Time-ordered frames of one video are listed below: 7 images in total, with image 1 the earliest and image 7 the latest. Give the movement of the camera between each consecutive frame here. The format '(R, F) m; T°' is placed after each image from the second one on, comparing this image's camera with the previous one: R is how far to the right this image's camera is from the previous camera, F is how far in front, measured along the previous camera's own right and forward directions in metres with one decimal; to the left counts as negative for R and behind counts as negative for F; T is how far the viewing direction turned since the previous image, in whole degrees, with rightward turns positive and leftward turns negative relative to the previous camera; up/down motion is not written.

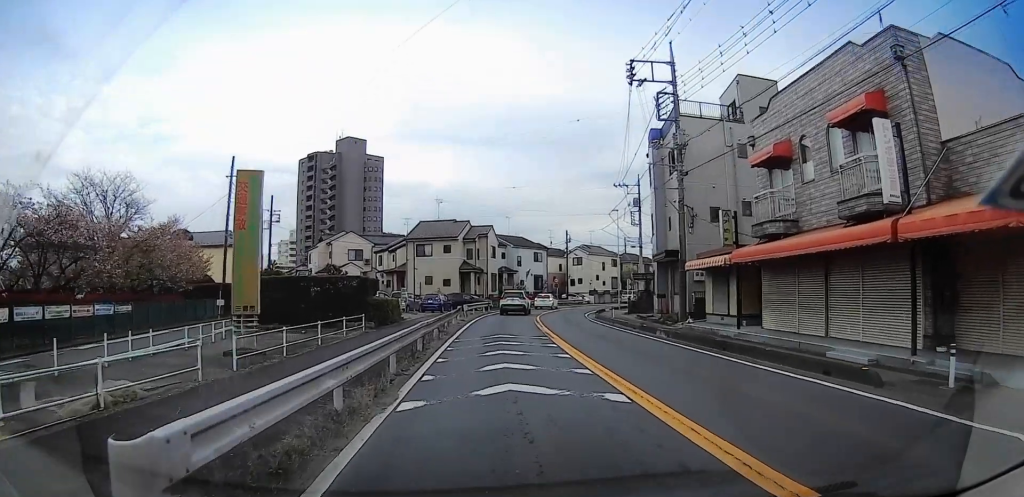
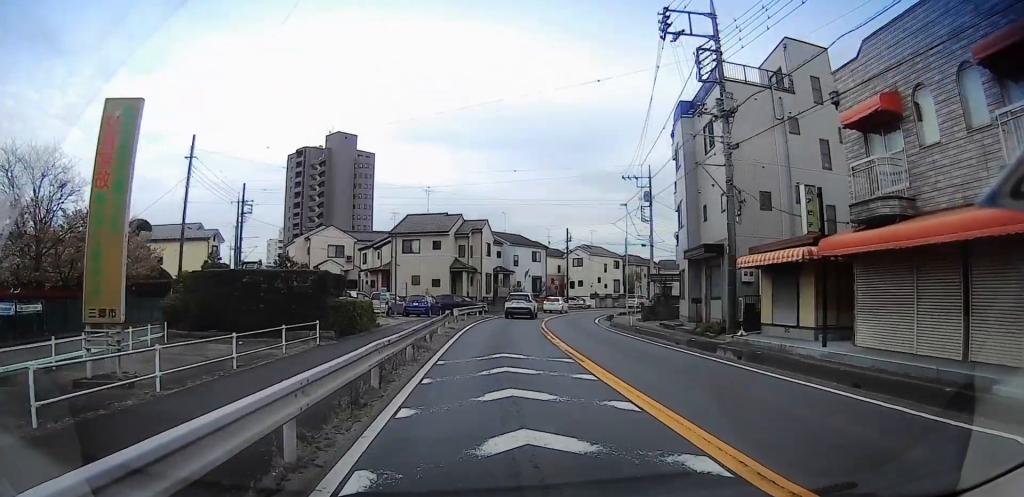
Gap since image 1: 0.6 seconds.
(-0.2, +5.6) m; -3°
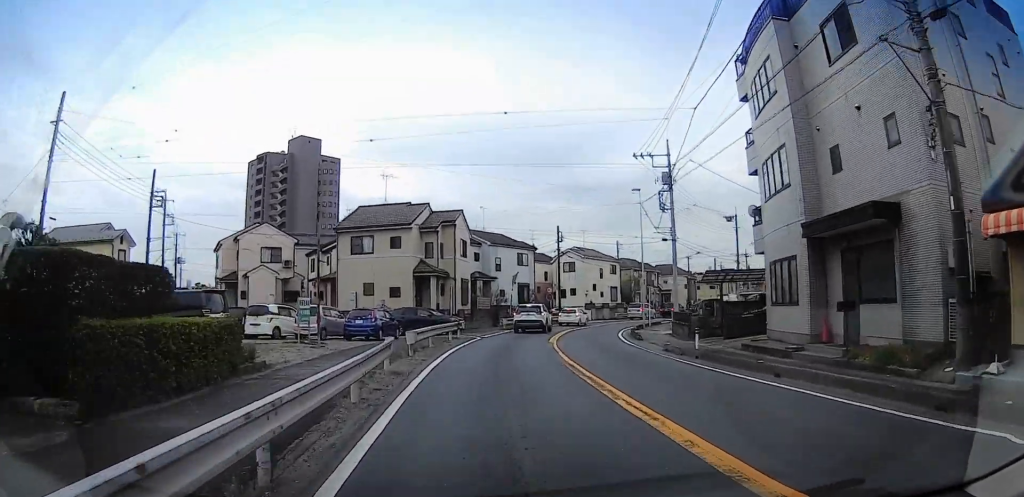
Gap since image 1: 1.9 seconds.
(-0.5, +11.6) m; -4°
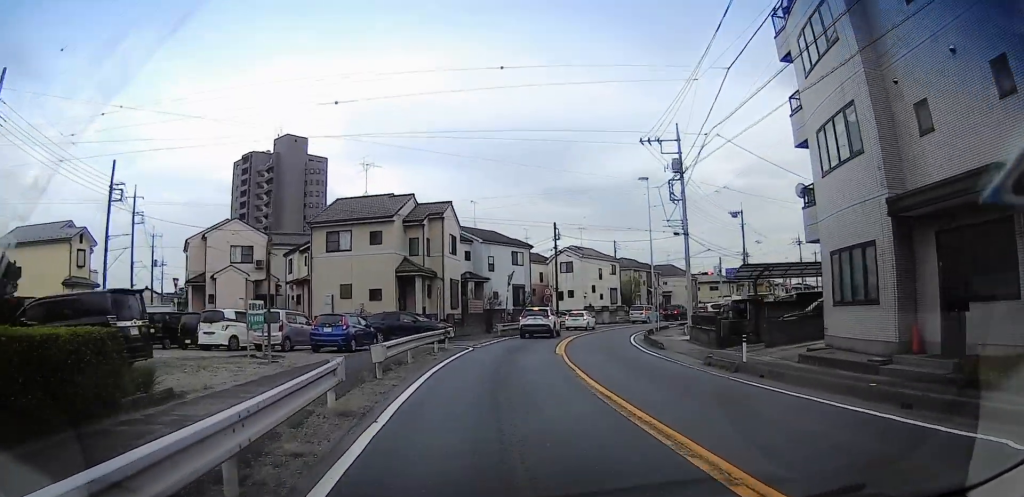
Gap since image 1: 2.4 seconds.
(0.0, +4.3) m; -1°
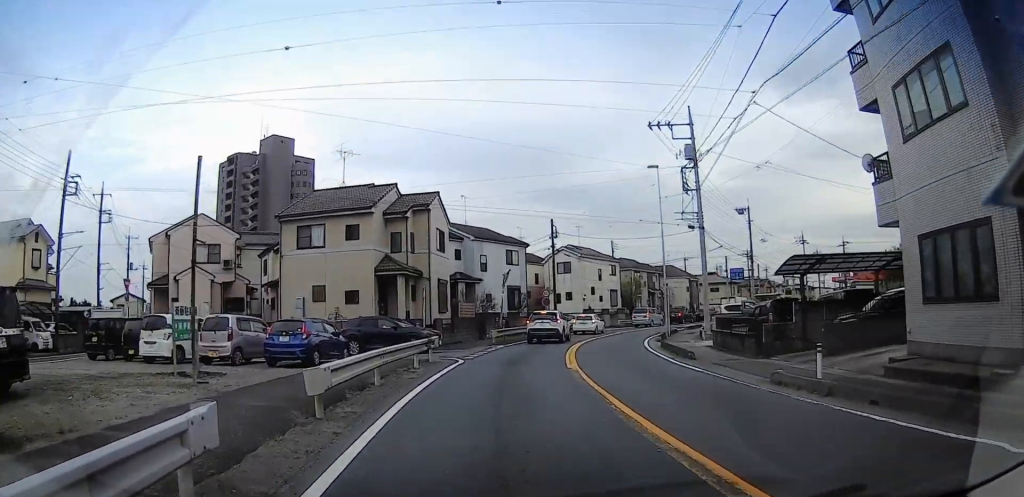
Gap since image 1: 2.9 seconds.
(0.0, +4.7) m; -1°
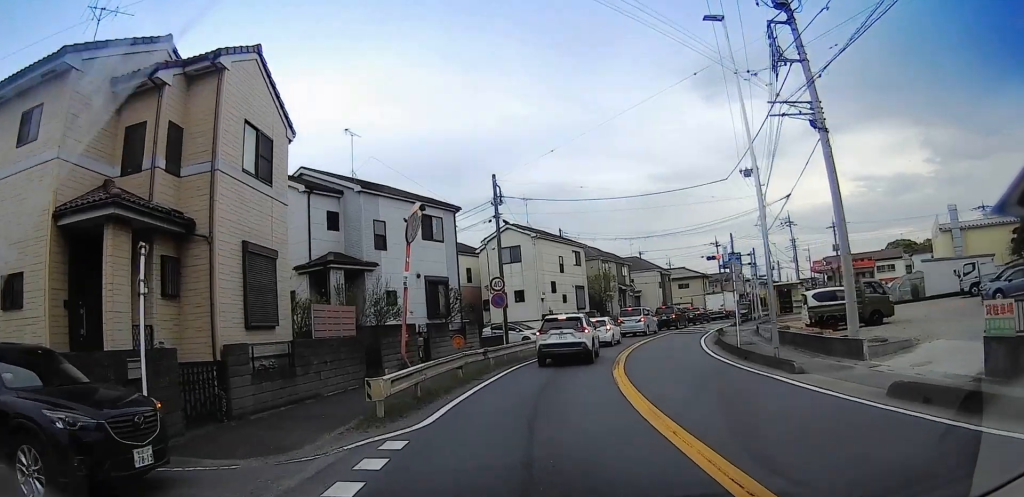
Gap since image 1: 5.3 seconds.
(+0.3, +21.9) m; +7°
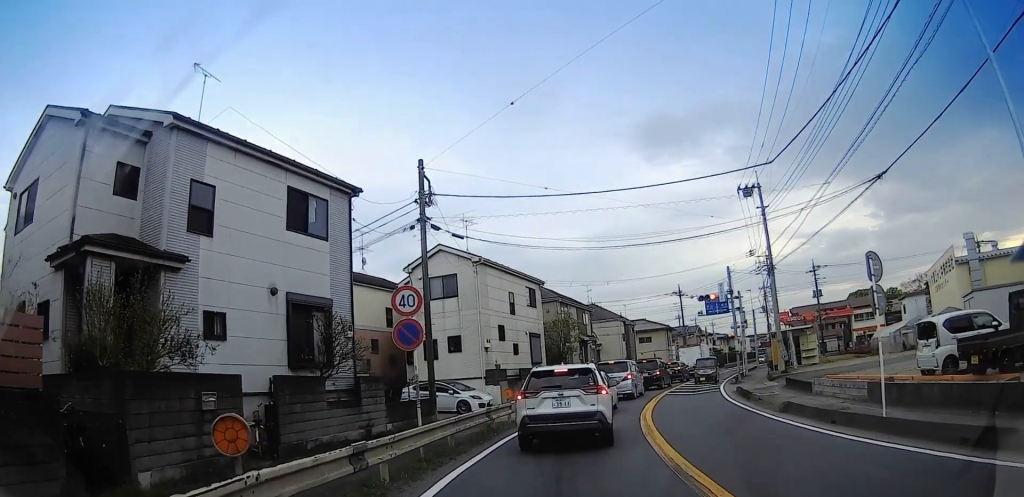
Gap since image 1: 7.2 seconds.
(+1.6, +13.6) m; +10°
